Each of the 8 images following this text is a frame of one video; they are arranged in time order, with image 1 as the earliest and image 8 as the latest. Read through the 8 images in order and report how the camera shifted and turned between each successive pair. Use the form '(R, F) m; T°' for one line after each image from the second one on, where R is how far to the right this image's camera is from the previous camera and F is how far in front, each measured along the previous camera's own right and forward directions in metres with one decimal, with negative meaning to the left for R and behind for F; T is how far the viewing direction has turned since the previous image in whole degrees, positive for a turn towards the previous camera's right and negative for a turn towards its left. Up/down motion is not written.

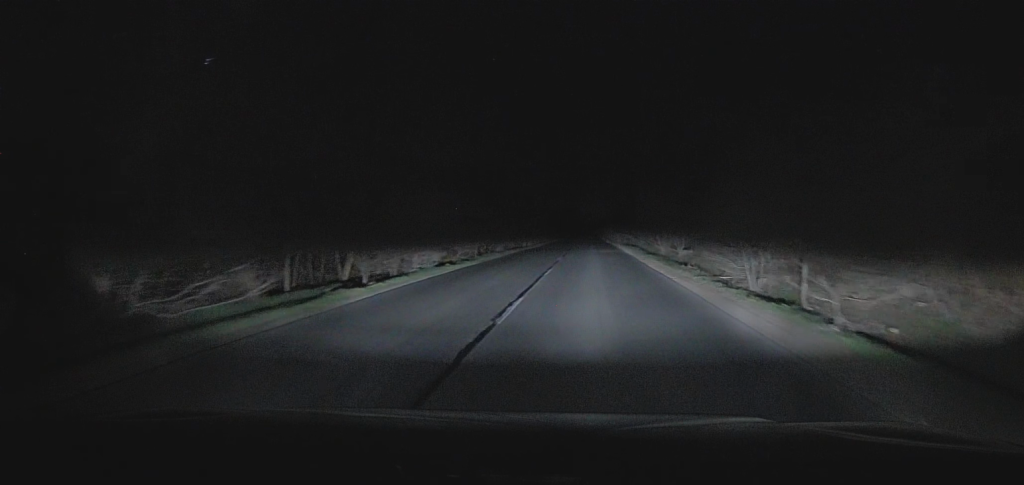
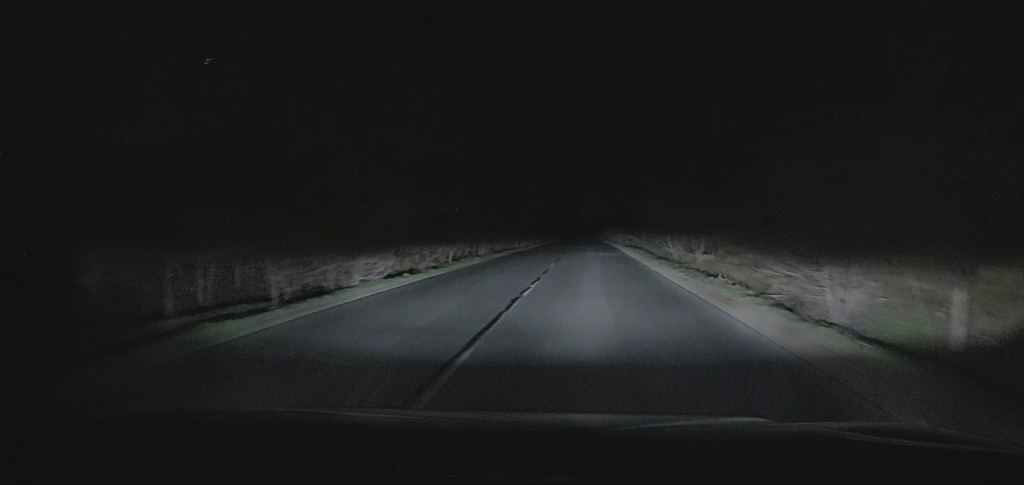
(0.0, +3.9) m; 0°
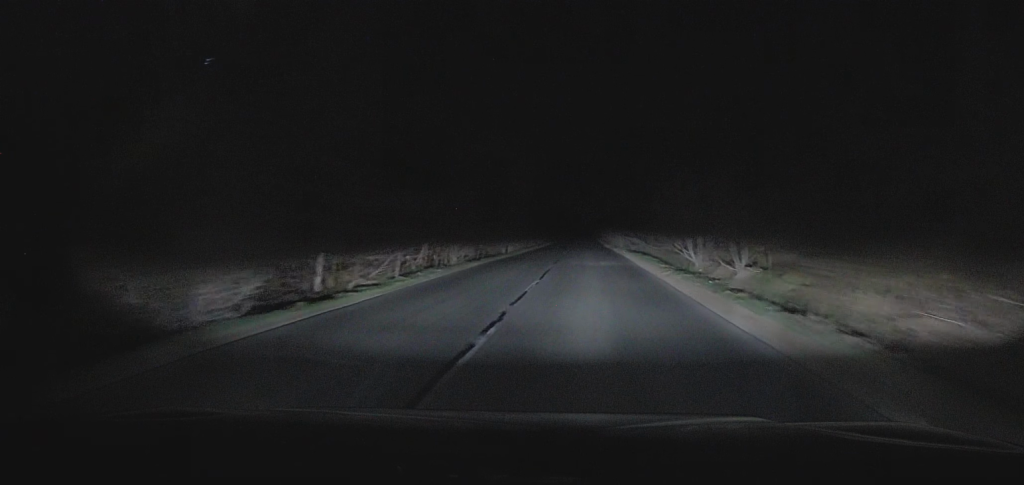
(0.0, +5.1) m; -1°
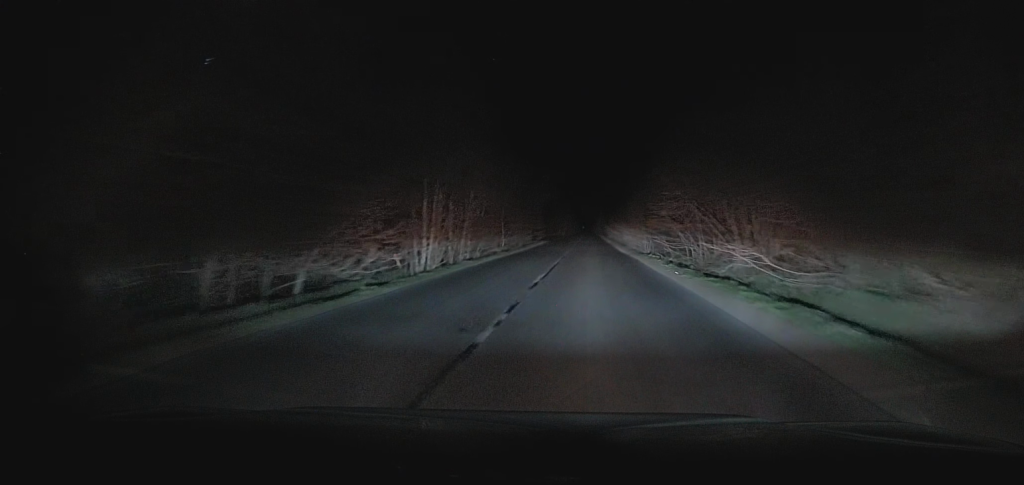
(0.0, +20.8) m; +1°
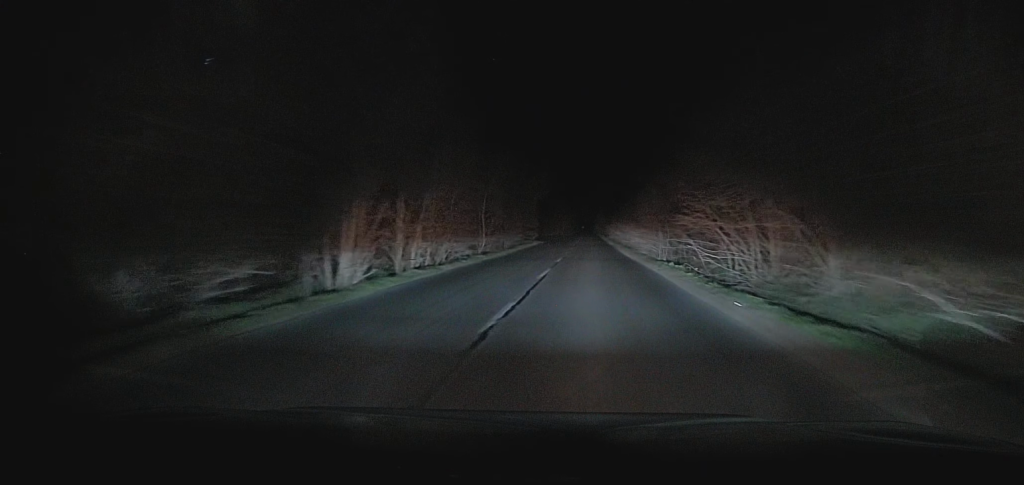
(+0.1, +7.1) m; -1°
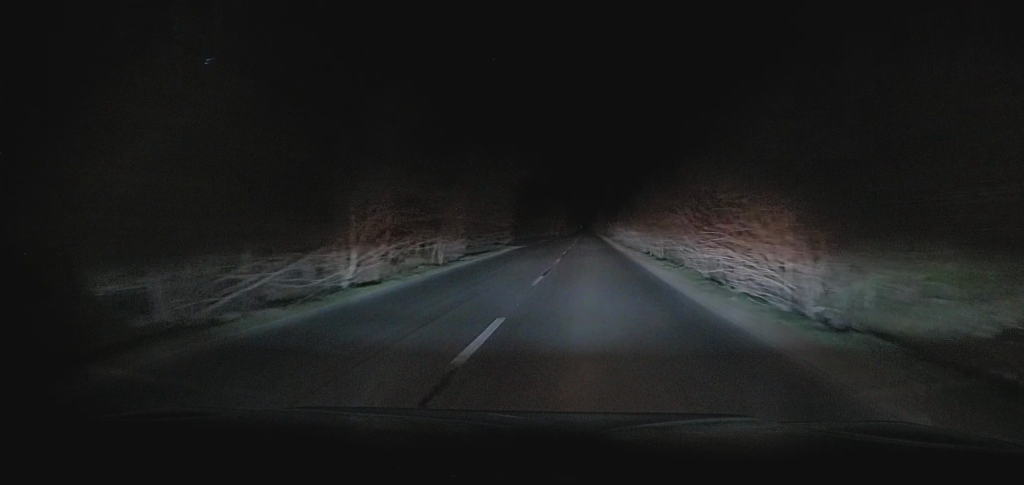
(-0.4, +17.6) m; 0°
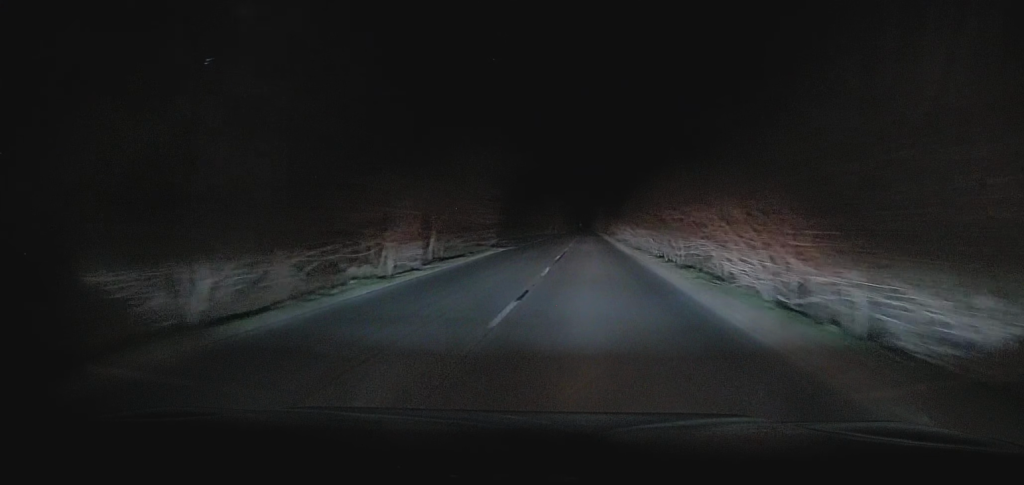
(+0.2, +6.0) m; +1°
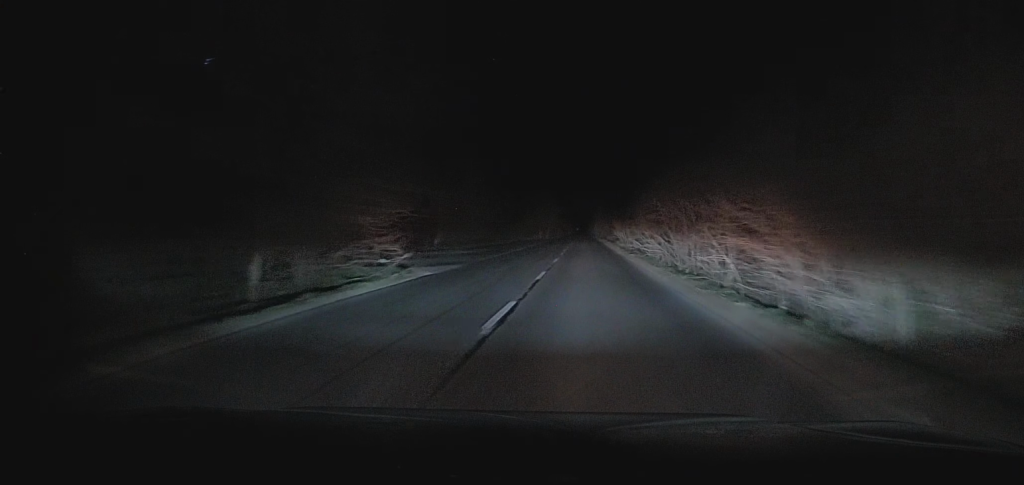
(0.0, +15.5) m; -1°
